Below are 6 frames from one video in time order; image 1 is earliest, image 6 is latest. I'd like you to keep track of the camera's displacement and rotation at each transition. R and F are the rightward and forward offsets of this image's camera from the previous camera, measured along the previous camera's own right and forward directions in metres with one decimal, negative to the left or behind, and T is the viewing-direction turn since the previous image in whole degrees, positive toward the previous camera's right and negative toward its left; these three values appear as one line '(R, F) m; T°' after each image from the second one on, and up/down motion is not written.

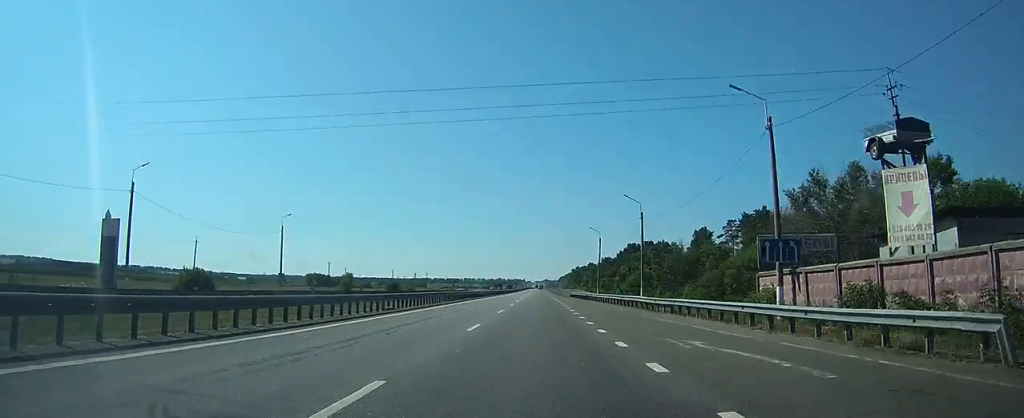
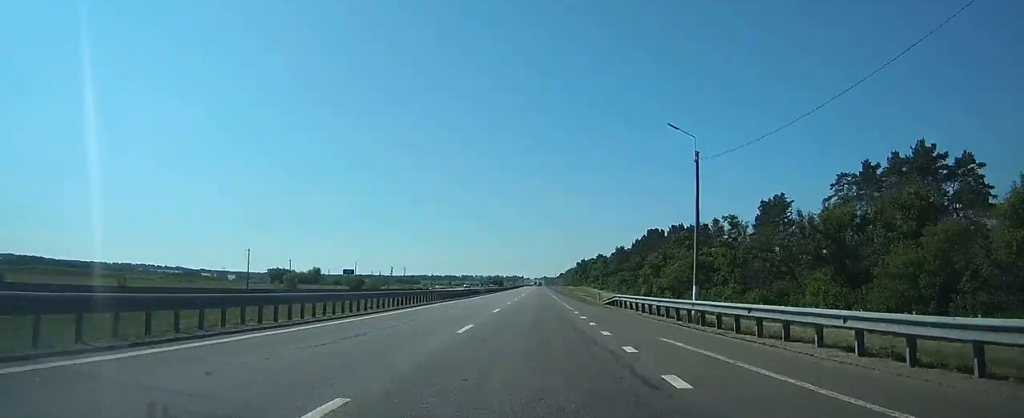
(0.0, +49.2) m; 0°
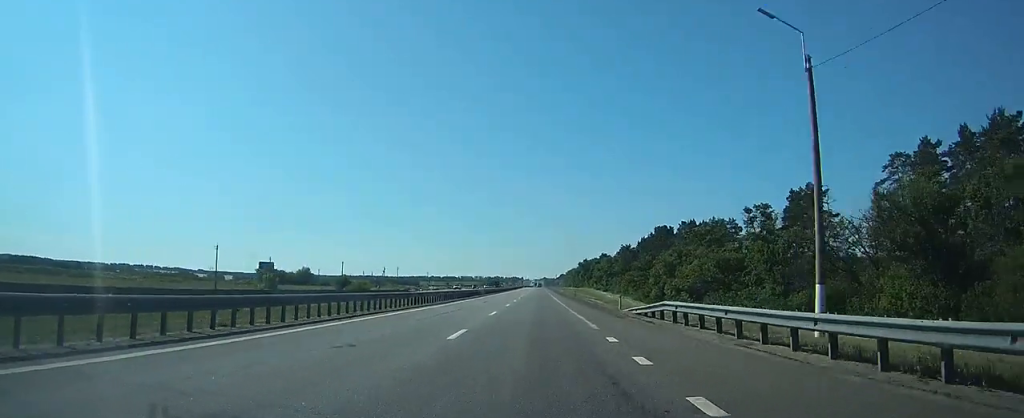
(0.0, +13.3) m; 0°
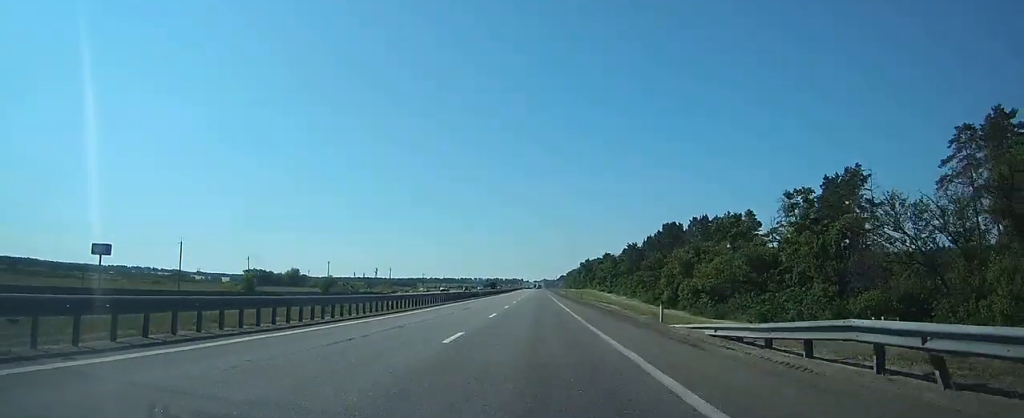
(0.0, +12.5) m; 0°
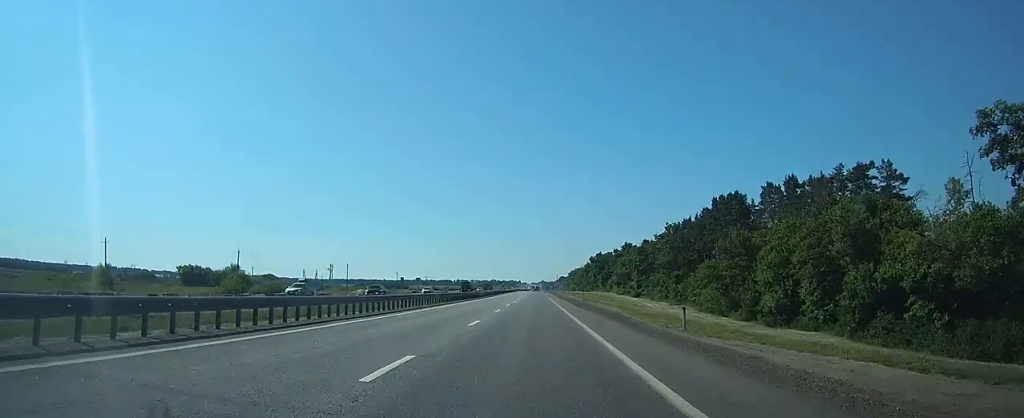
(+0.2, +53.4) m; 0°
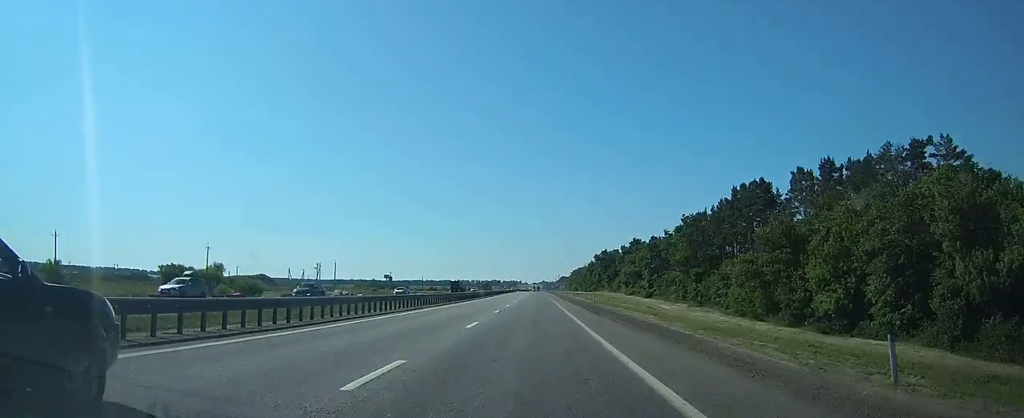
(0.0, +12.6) m; 0°
